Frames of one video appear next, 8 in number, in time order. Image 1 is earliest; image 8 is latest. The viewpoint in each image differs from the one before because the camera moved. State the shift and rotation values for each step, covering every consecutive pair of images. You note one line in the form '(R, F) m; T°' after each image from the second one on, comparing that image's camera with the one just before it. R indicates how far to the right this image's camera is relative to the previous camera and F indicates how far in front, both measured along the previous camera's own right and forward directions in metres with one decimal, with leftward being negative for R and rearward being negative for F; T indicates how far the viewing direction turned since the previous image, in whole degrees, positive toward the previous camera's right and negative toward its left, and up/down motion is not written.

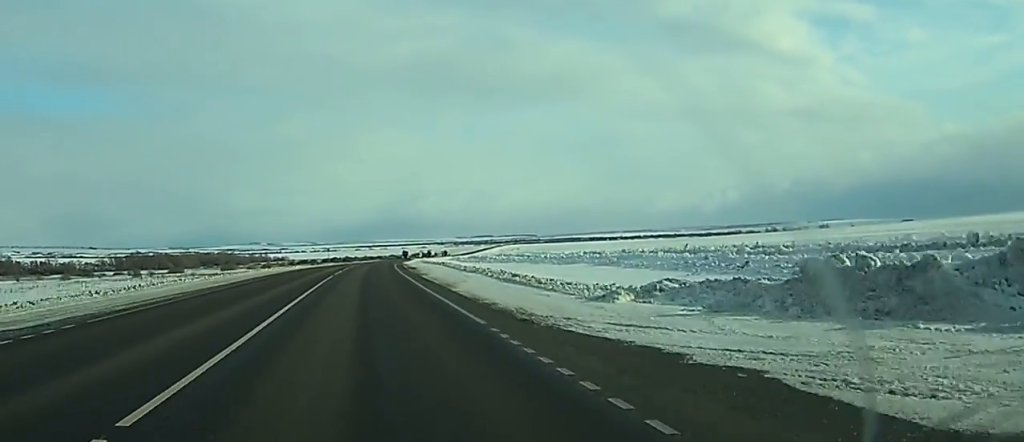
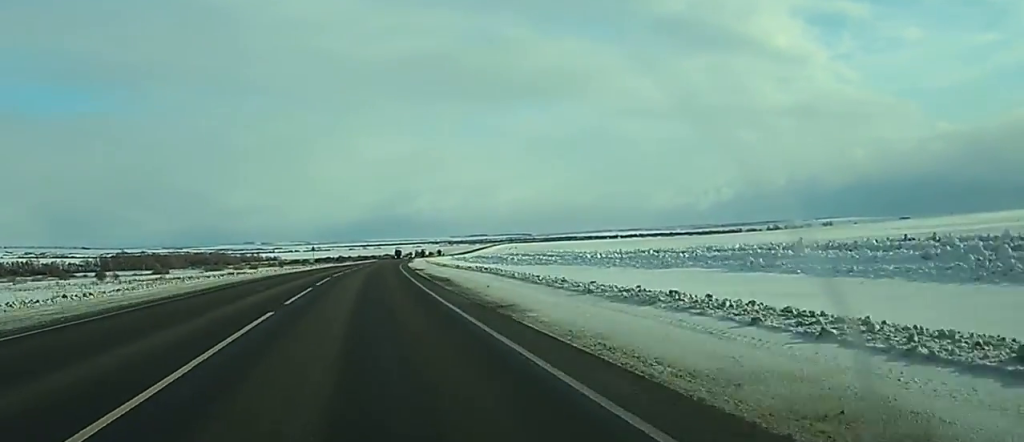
(+0.1, +28.2) m; 0°
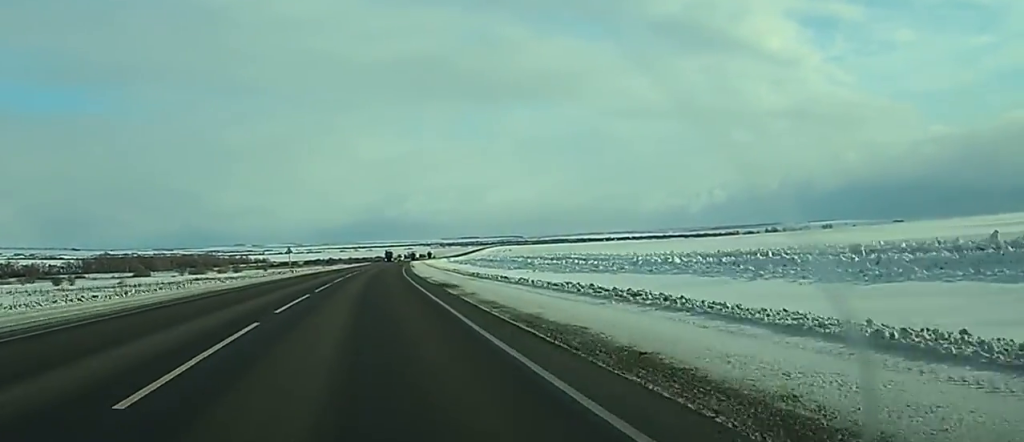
(+0.1, +25.4) m; 0°
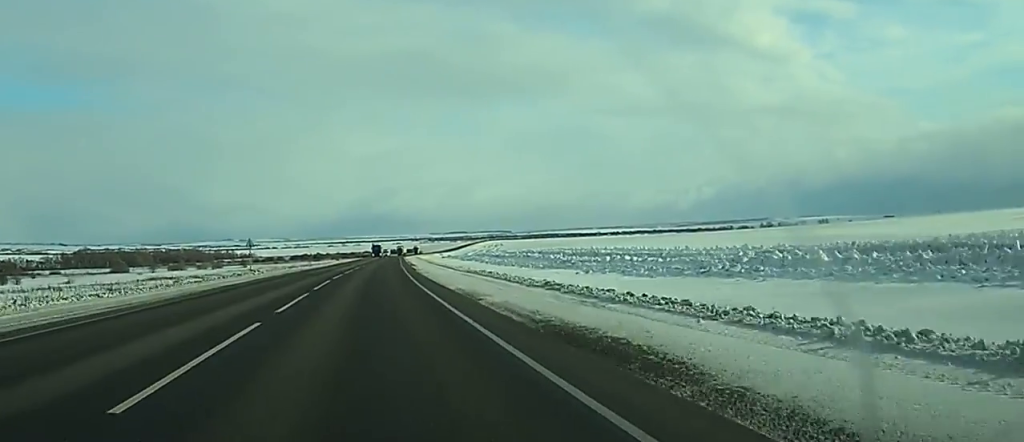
(+0.1, +23.6) m; +1°
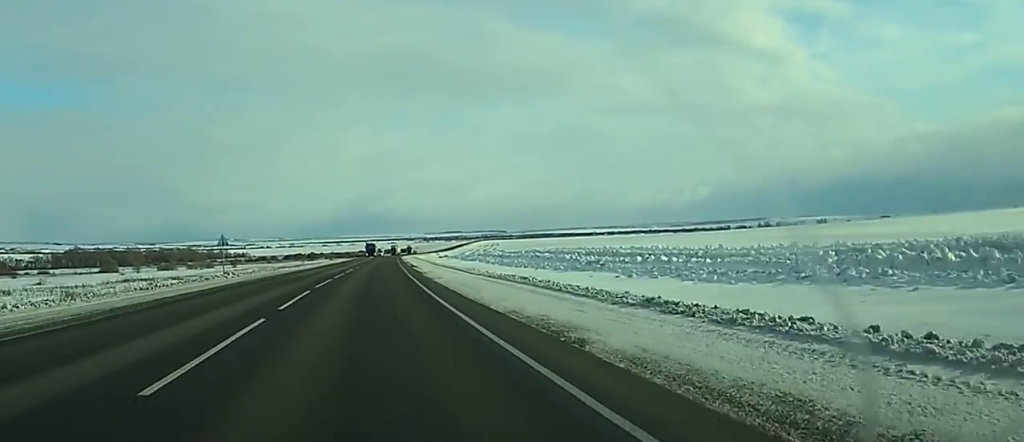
(0.0, +10.9) m; 0°
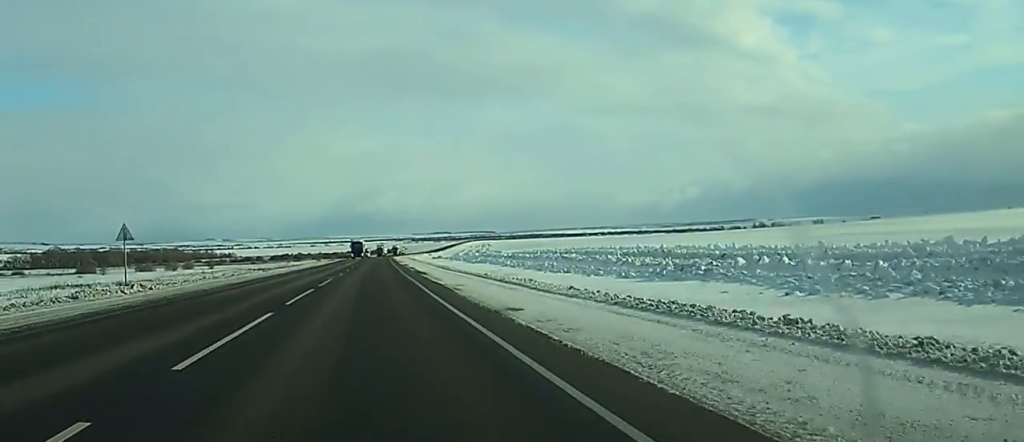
(+0.1, +21.8) m; +1°
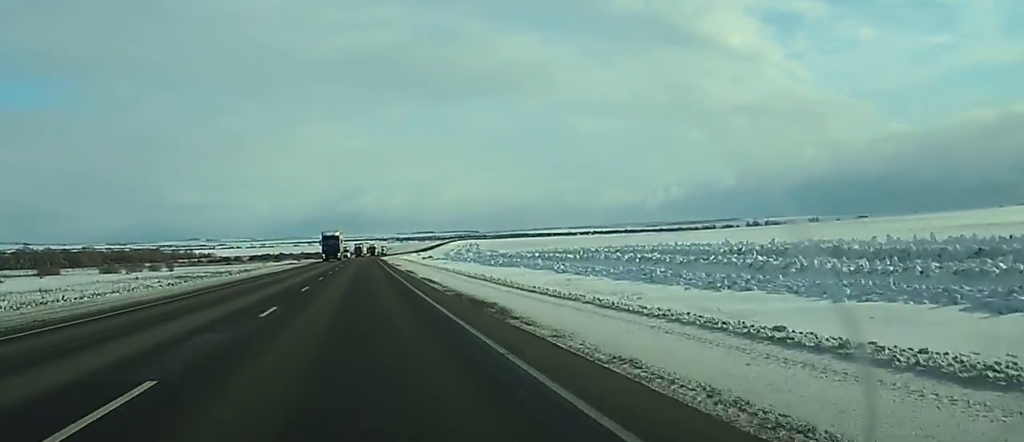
(+0.3, +32.7) m; +1°
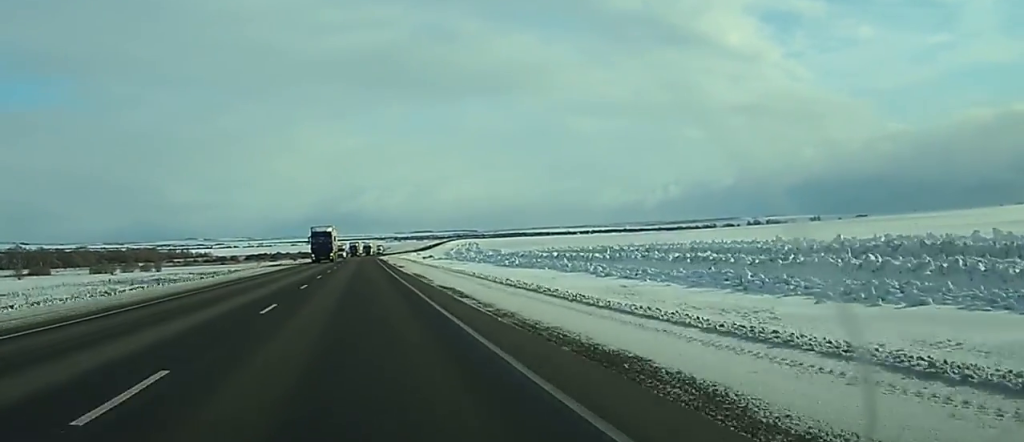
(0.0, +11.0) m; 0°
